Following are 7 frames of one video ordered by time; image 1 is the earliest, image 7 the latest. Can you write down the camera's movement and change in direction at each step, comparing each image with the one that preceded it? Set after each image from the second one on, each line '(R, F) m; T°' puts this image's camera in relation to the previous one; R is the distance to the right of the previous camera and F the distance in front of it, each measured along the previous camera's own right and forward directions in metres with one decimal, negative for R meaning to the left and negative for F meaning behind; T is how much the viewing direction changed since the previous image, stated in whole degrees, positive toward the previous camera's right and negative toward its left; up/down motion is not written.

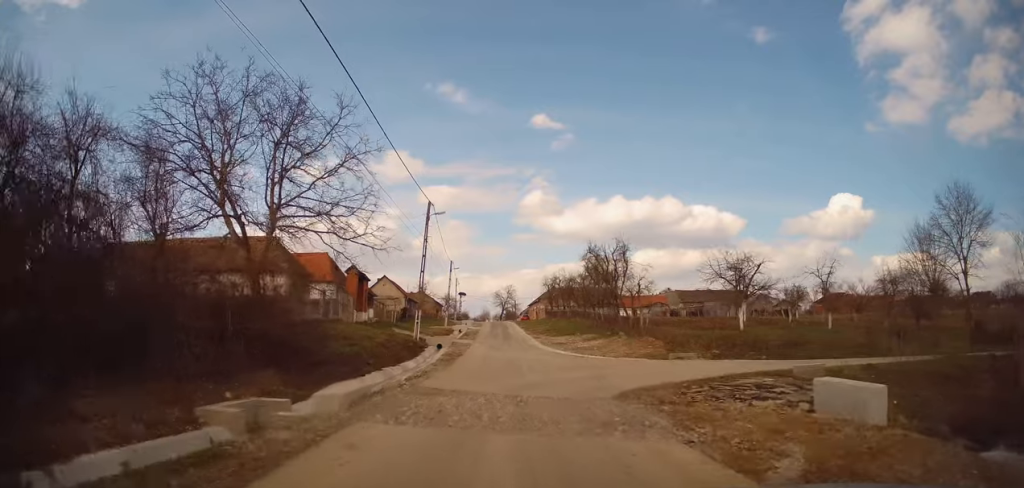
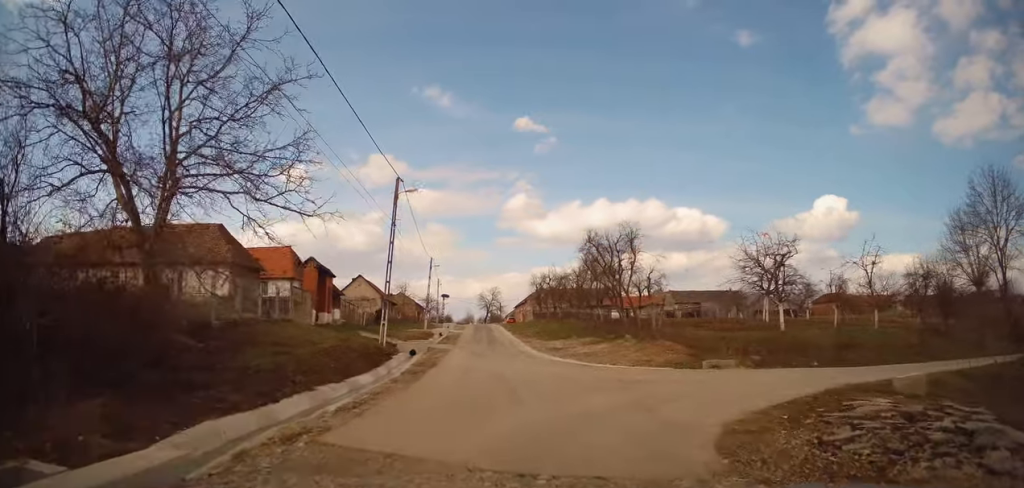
(+0.1, +8.0) m; +2°
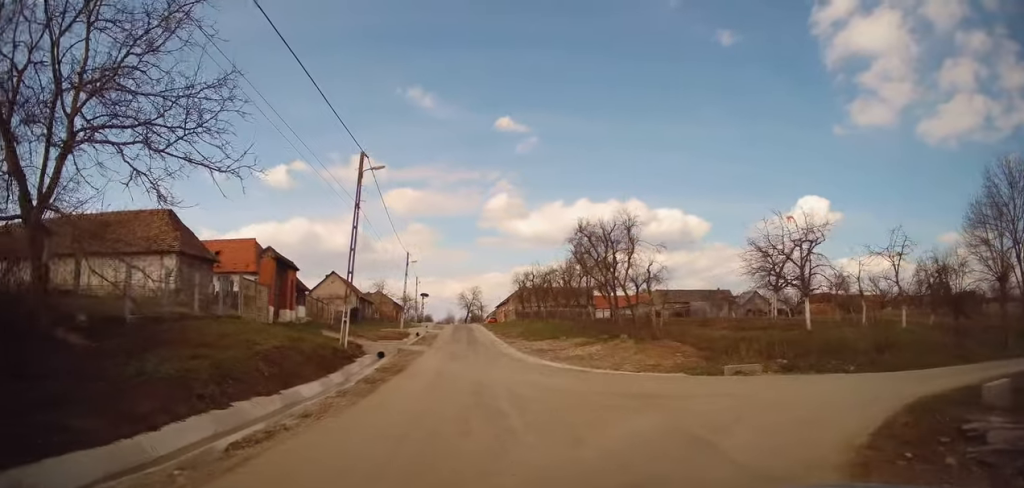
(+0.2, +5.9) m; +3°
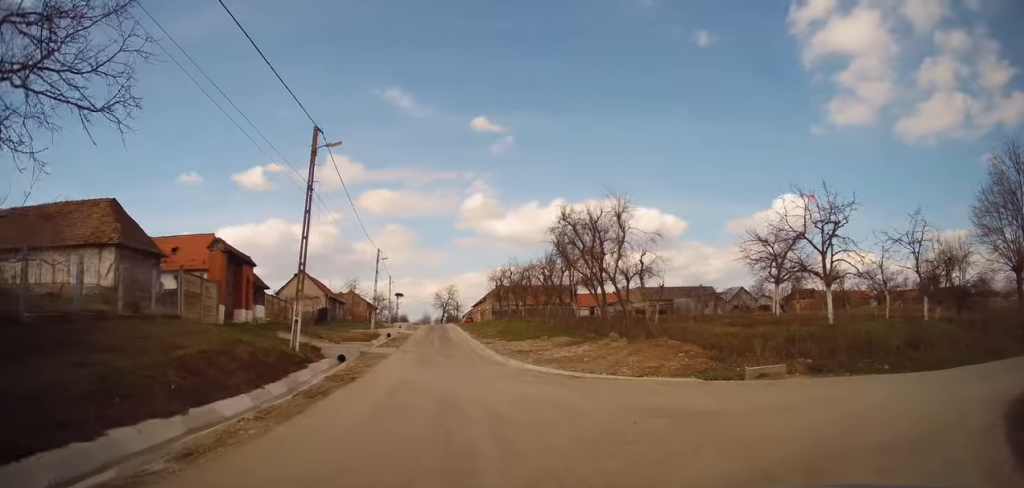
(+0.1, +3.4) m; +8°
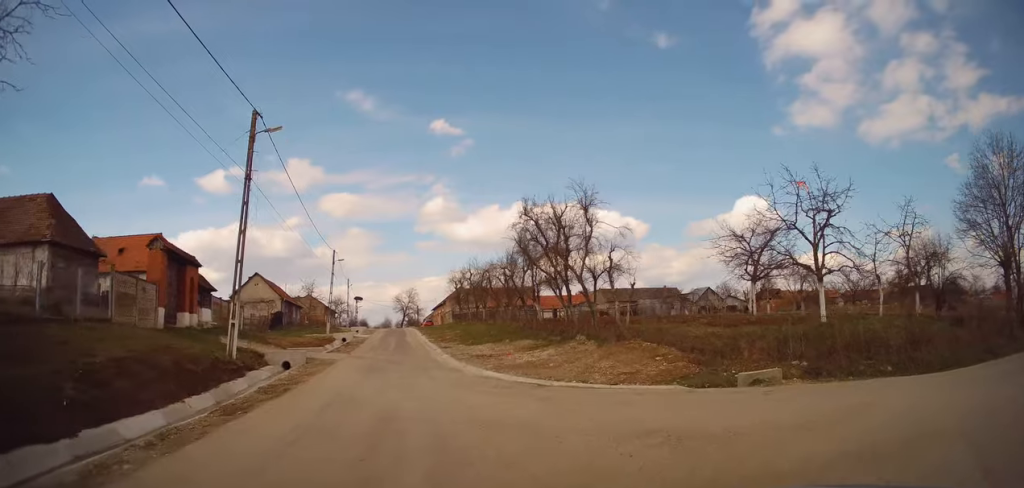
(+0.2, +1.9) m; +14°
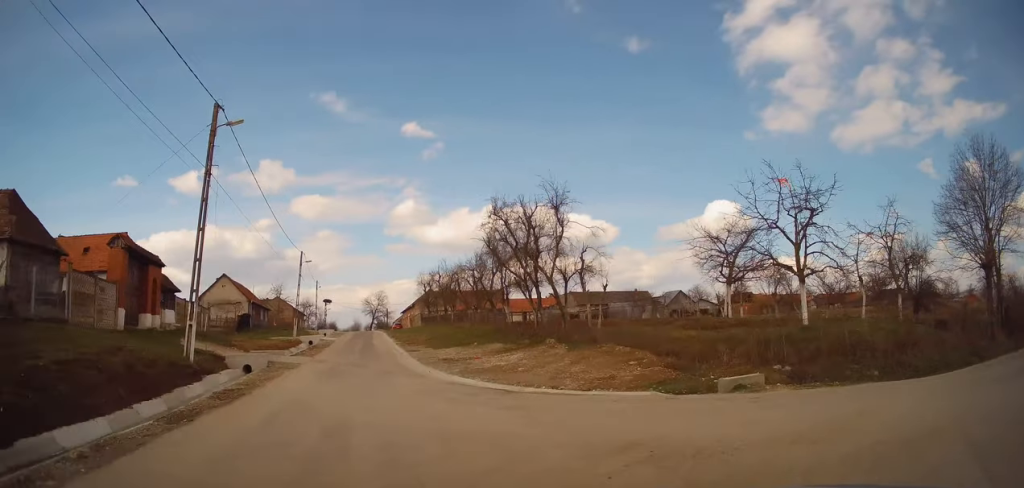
(0.0, +0.7) m; +7°
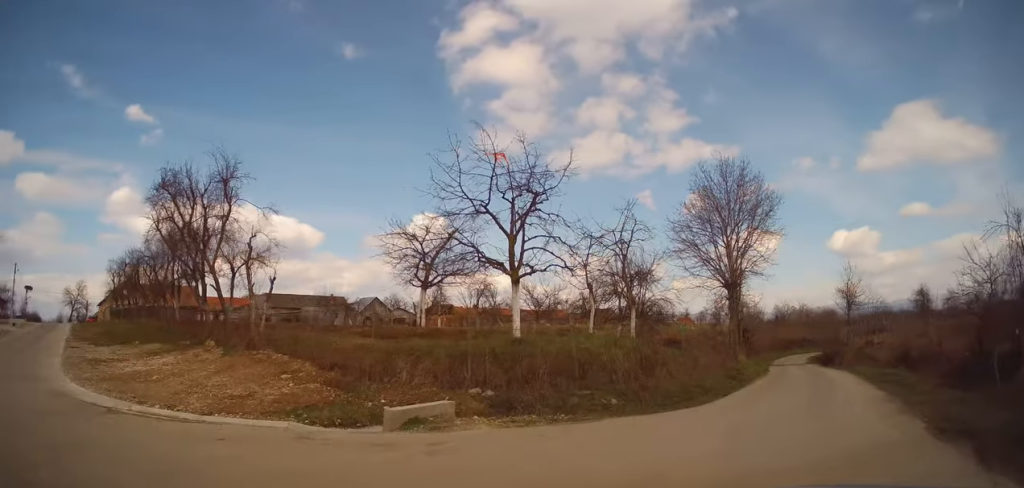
(+1.2, +4.0) m; +28°
